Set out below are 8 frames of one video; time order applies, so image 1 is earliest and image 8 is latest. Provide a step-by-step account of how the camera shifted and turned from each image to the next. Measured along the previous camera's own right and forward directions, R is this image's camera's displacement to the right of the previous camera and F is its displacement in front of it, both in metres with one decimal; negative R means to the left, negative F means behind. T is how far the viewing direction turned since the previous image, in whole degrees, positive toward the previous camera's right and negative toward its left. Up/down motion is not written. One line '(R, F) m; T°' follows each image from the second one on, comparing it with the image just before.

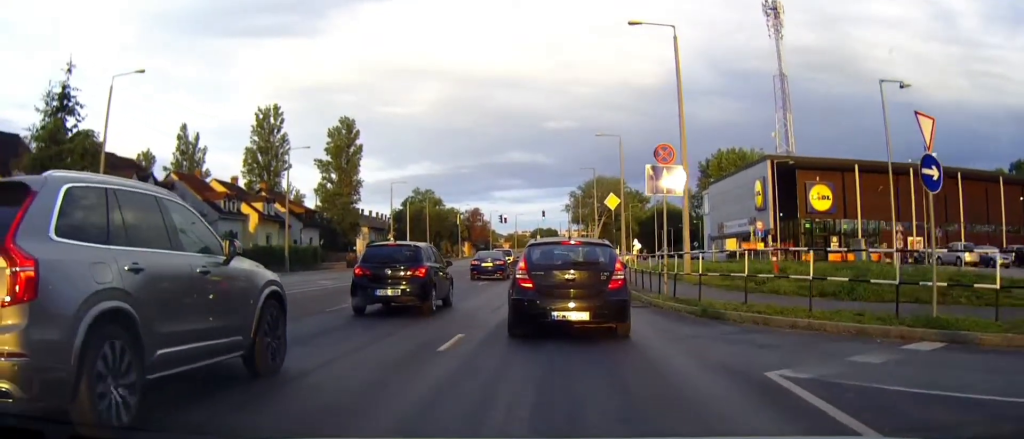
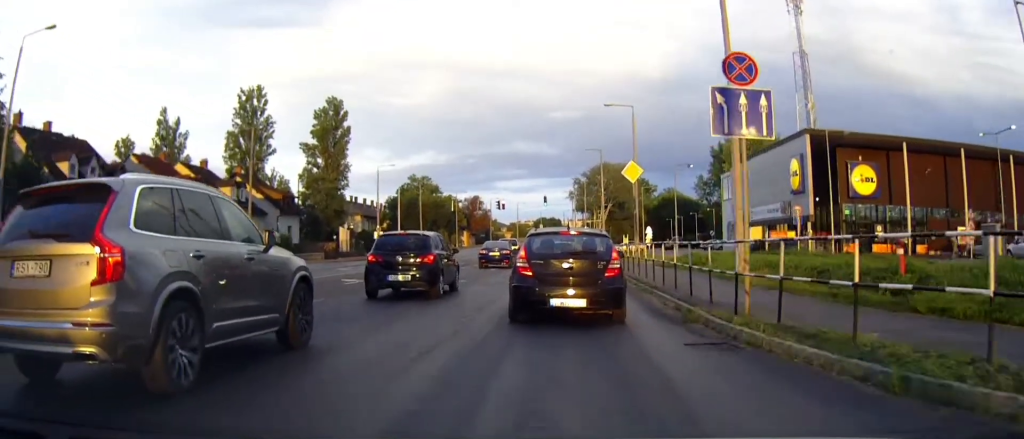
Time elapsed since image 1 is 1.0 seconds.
(0.0, +7.2) m; 0°
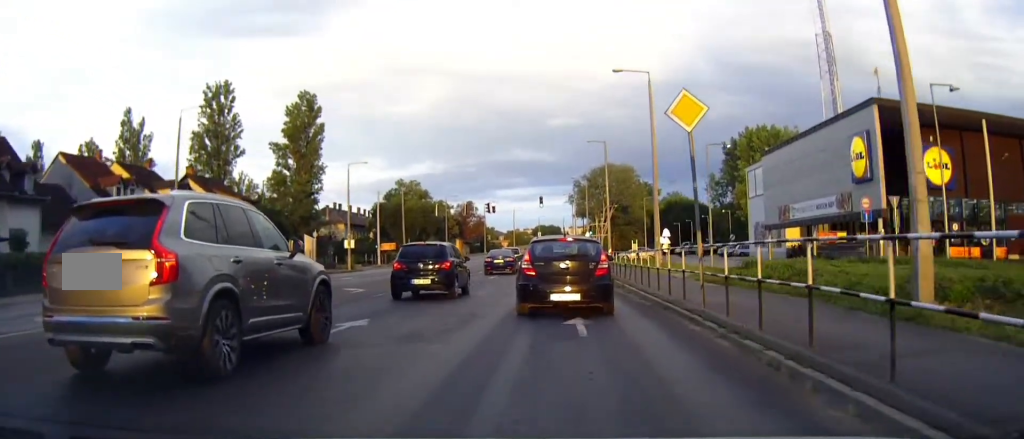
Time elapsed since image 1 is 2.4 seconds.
(0.0, +11.8) m; 0°
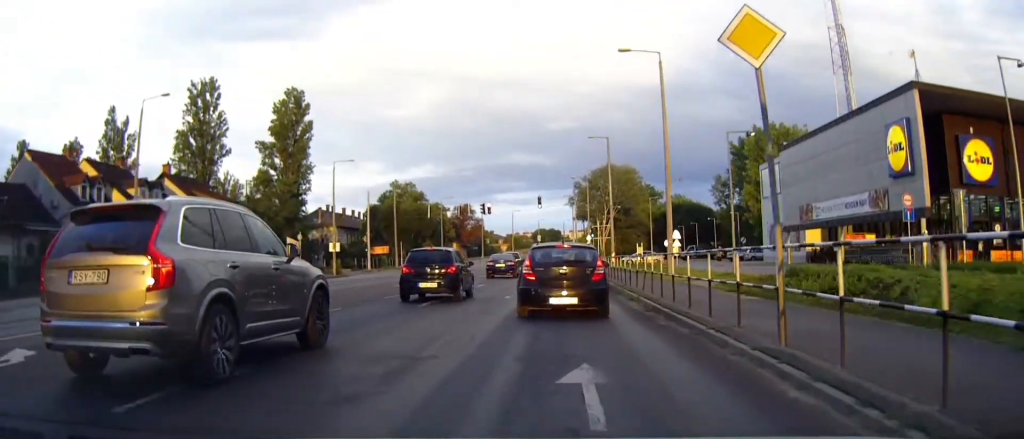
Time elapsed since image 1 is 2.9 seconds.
(0.0, +4.7) m; 0°
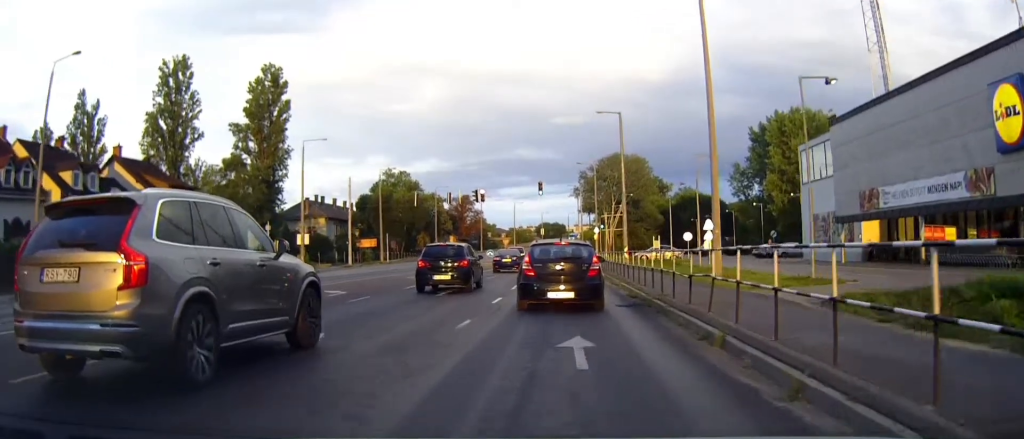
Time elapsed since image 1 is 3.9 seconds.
(0.0, +8.8) m; 0°
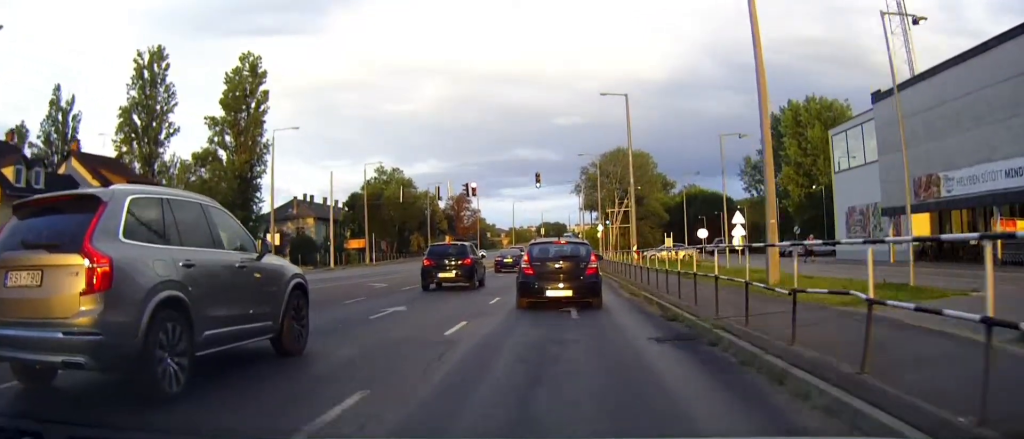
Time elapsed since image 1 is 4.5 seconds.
(0.0, +5.7) m; 0°
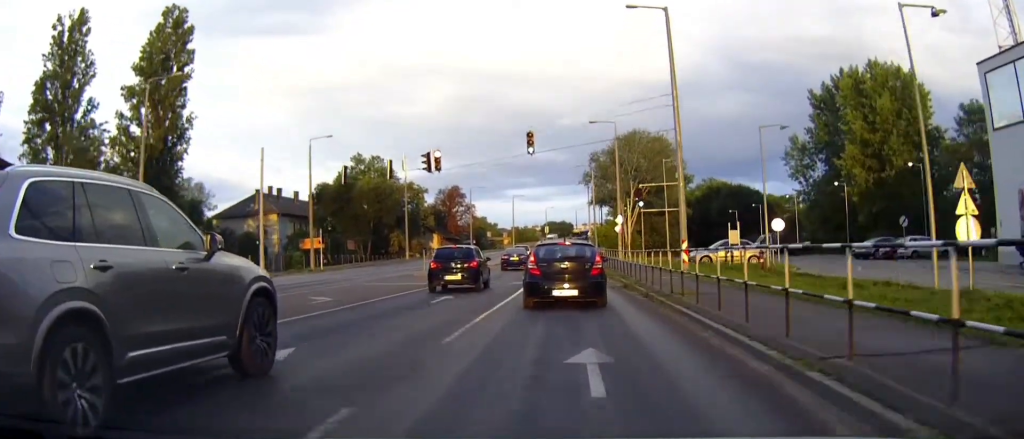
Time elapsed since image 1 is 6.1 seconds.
(-0.1, +17.5) m; -1°
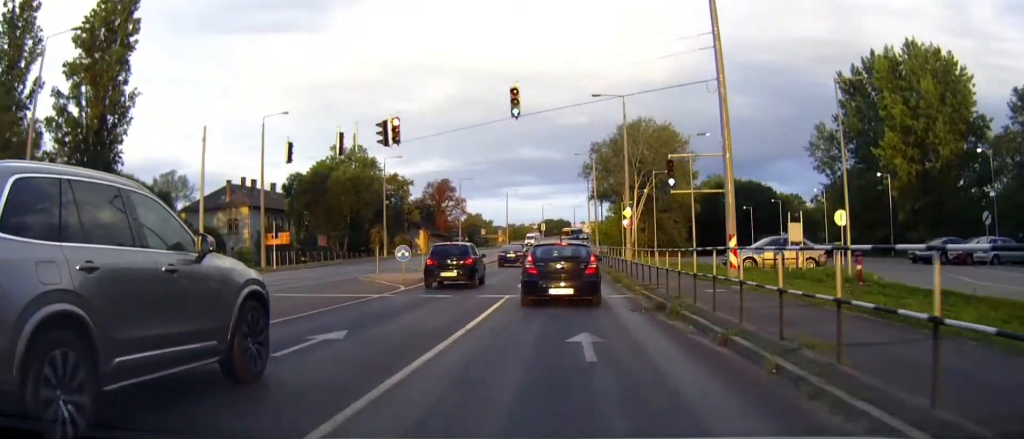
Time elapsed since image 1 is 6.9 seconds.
(0.0, +9.7) m; 0°
